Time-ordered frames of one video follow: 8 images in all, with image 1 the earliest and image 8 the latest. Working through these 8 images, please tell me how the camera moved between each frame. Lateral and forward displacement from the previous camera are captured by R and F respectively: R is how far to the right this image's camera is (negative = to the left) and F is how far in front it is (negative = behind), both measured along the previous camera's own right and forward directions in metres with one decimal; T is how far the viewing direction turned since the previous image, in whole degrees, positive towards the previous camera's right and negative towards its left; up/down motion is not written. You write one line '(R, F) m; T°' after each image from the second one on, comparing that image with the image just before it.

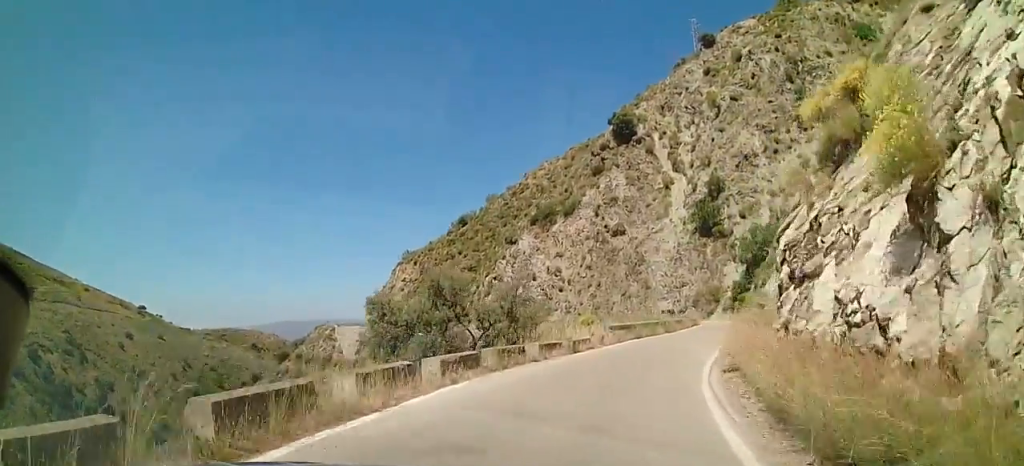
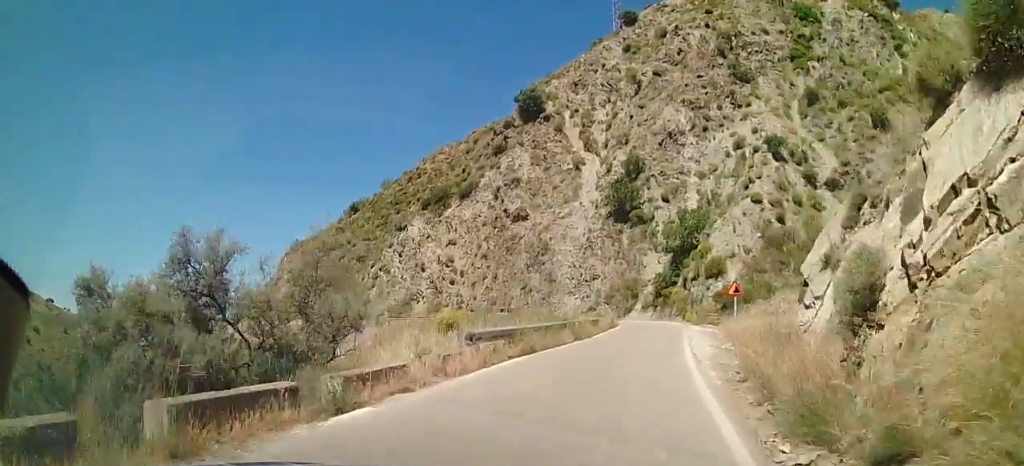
(+0.2, +12.8) m; +6°
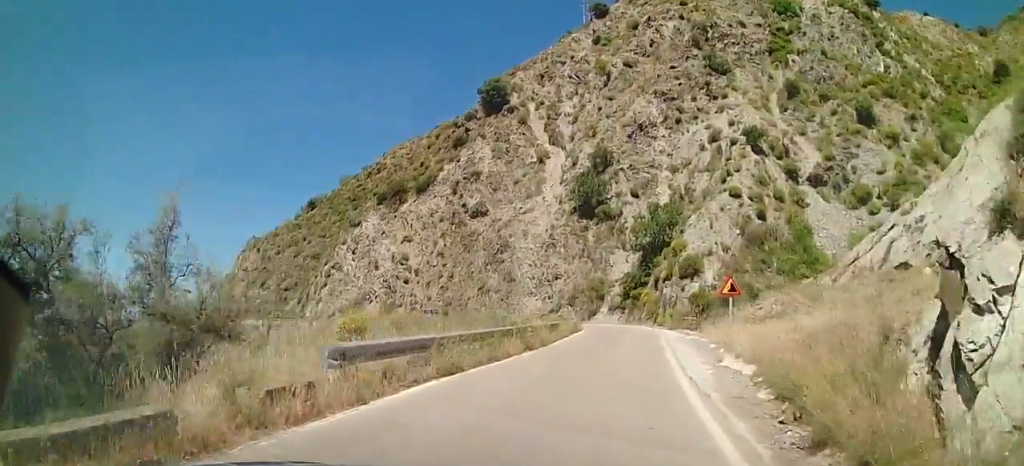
(+0.3, +5.6) m; +3°
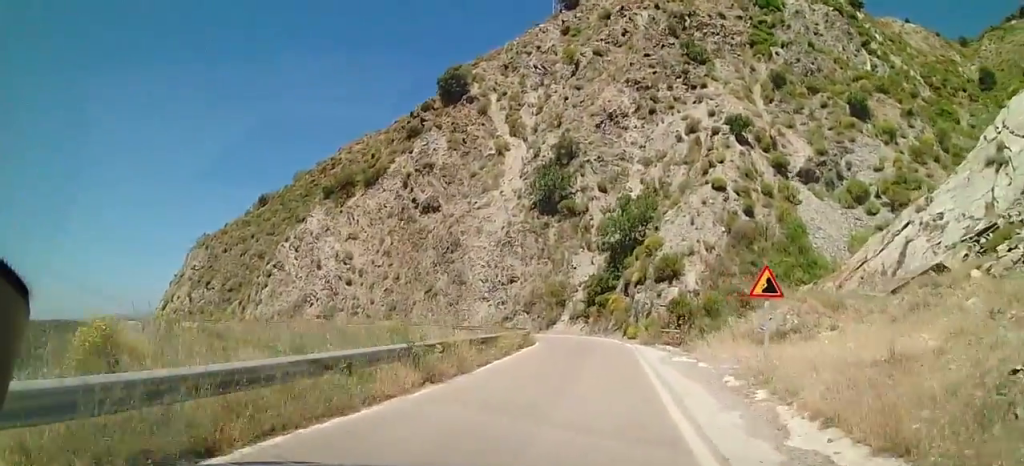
(+0.4, +8.4) m; +3°
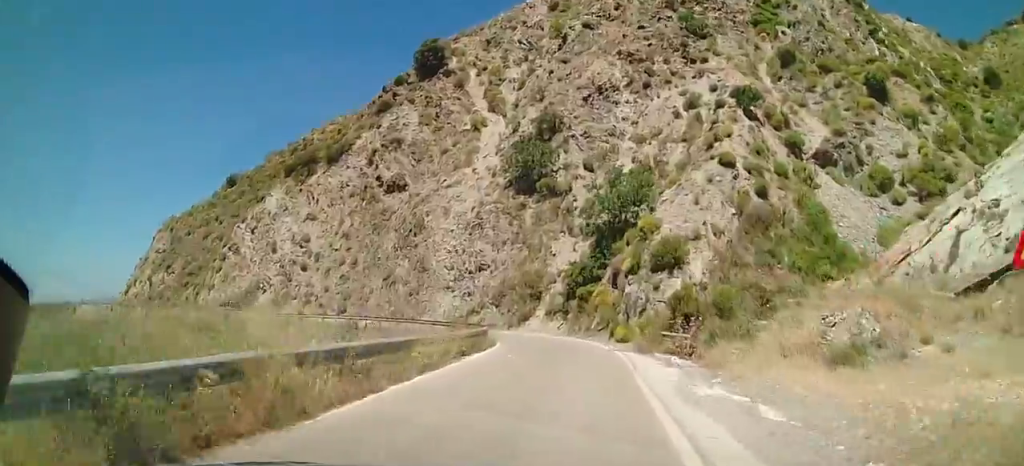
(-0.1, +8.3) m; +1°
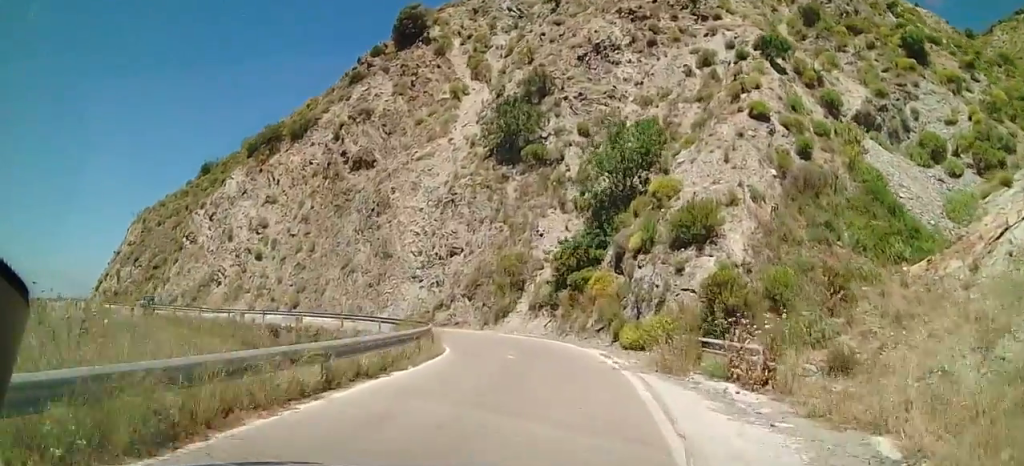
(+0.3, +9.2) m; +2°
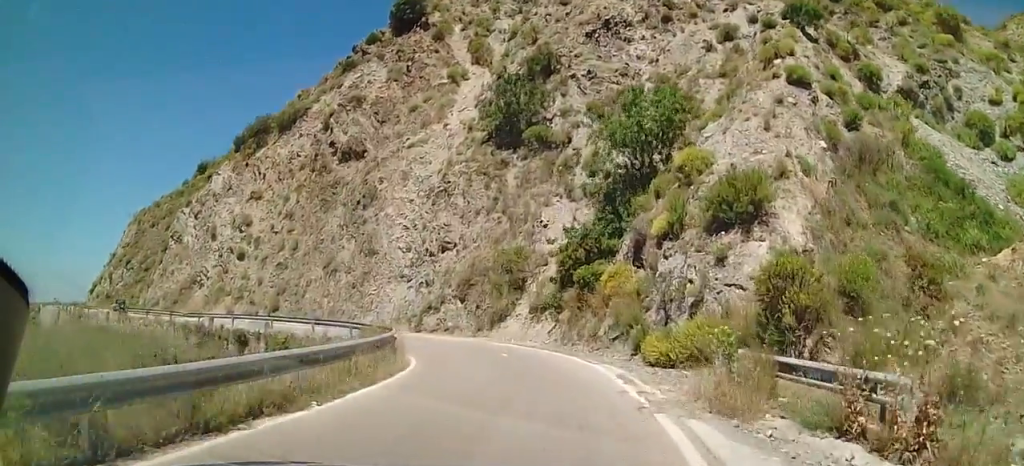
(0.0, +5.4) m; -2°
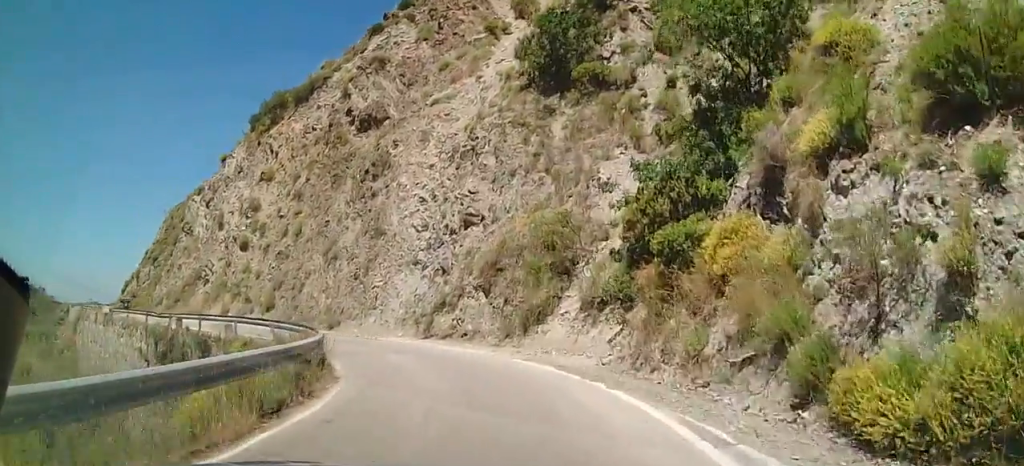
(-0.4, +9.8) m; -11°
